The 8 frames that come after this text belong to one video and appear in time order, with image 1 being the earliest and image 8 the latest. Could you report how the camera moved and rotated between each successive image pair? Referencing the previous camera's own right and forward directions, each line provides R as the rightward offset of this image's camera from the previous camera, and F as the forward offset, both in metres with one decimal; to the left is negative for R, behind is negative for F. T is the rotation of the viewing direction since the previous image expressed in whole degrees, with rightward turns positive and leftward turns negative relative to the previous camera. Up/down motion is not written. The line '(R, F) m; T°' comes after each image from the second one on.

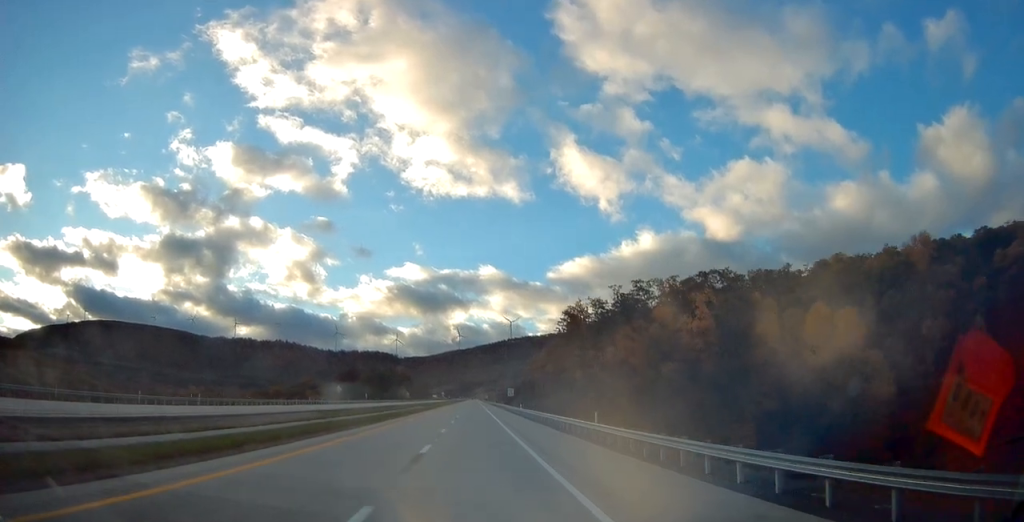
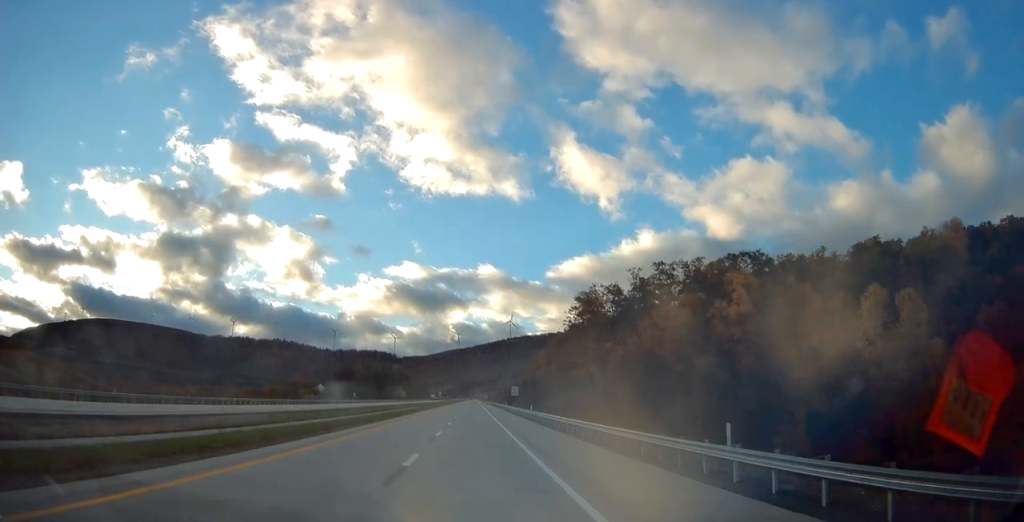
(+0.1, +15.3) m; 0°
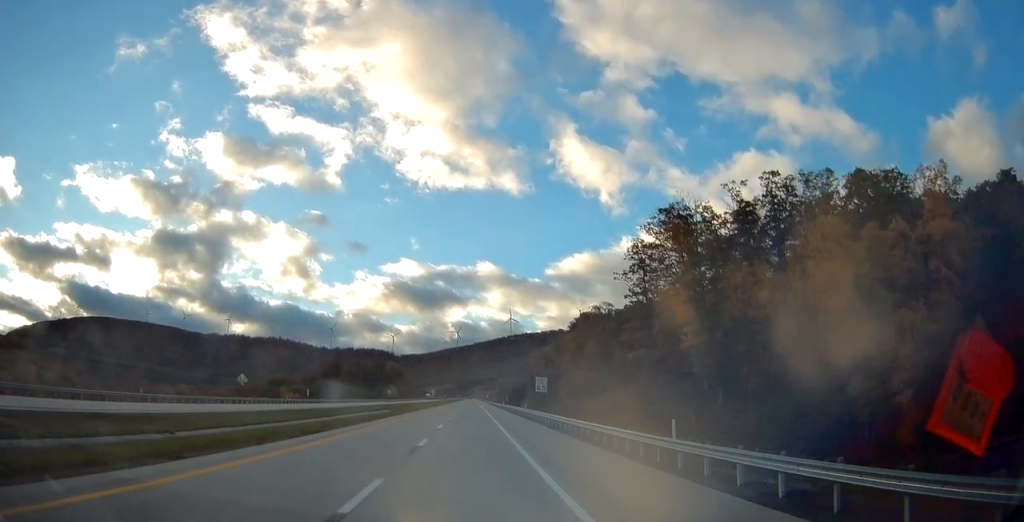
(-0.1, +42.5) m; 0°
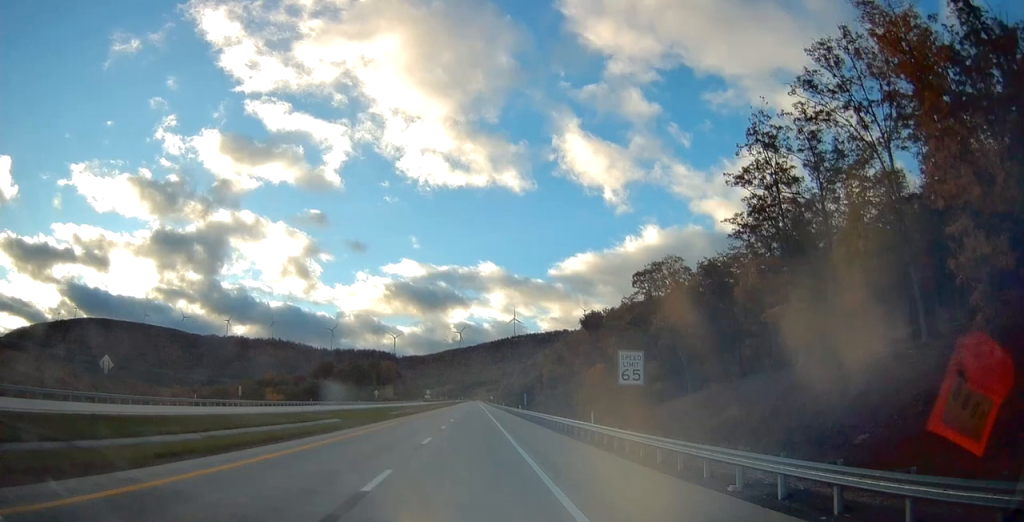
(0.0, +34.3) m; 0°
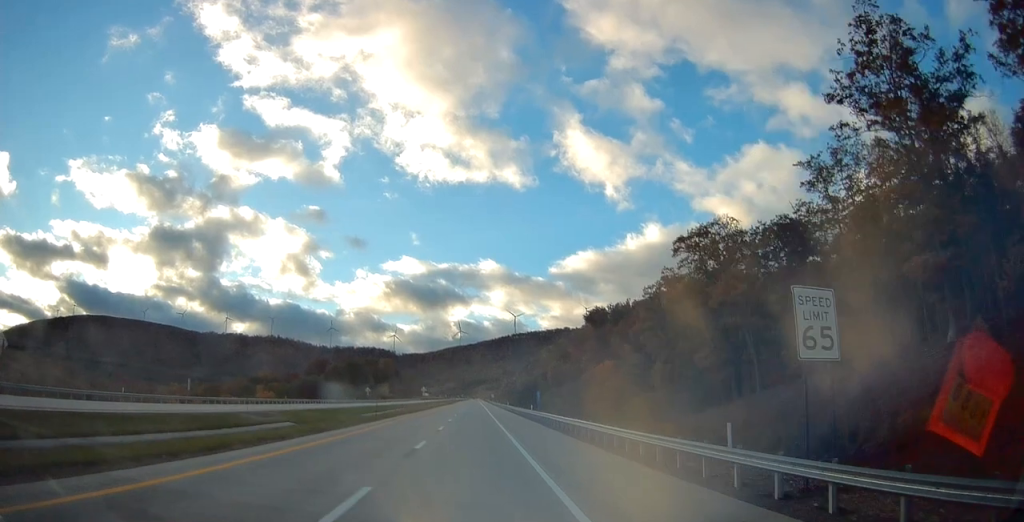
(-0.1, +15.1) m; 0°
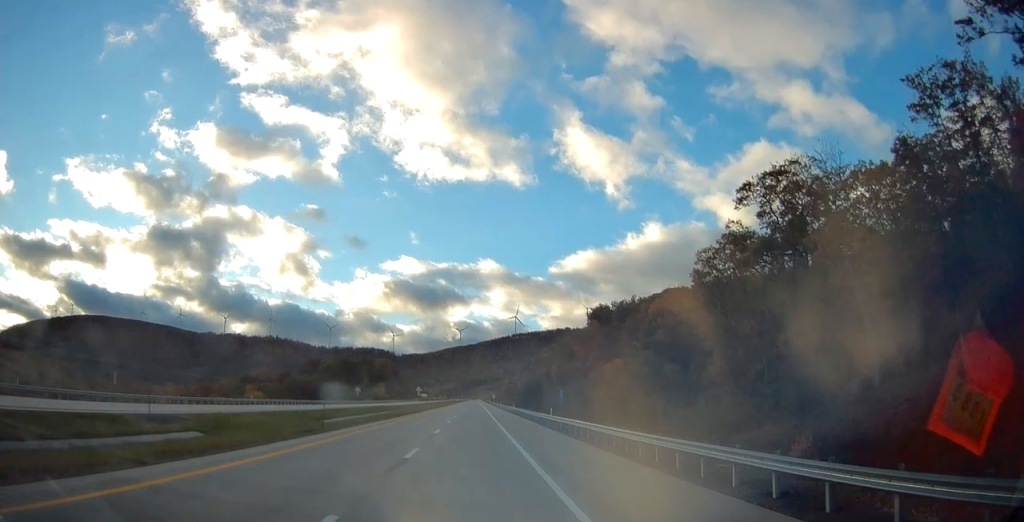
(+0.1, +15.1) m; 0°
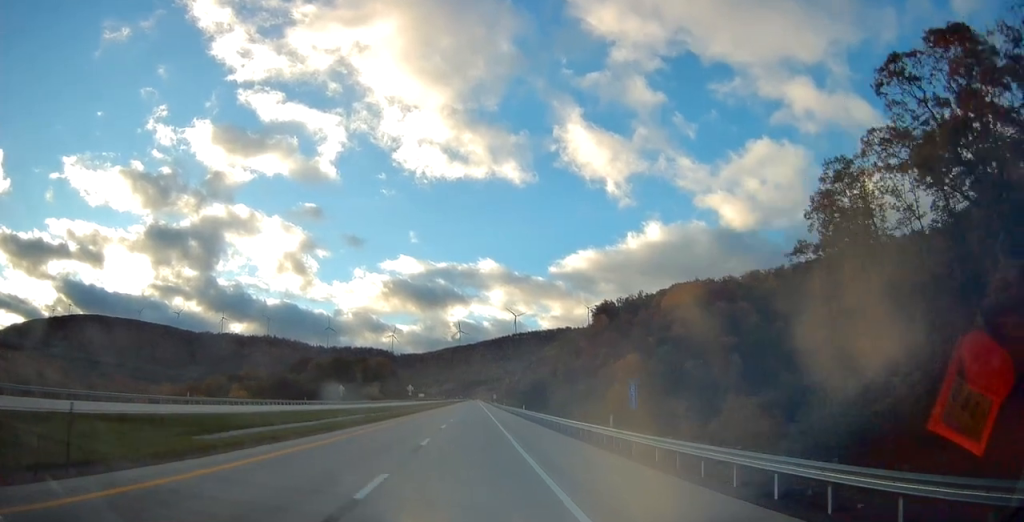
(+0.1, +19.1) m; 0°
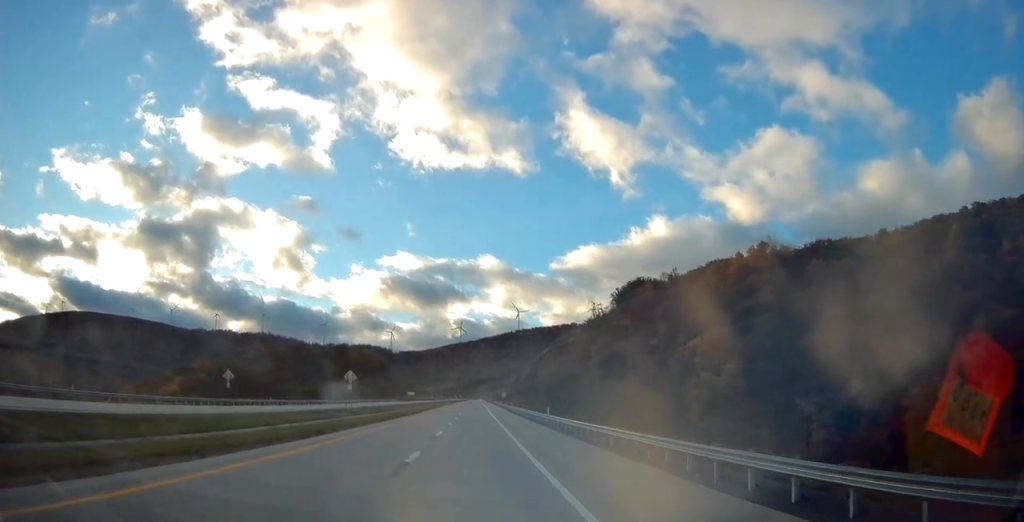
(-0.2, +67.2) m; 0°
